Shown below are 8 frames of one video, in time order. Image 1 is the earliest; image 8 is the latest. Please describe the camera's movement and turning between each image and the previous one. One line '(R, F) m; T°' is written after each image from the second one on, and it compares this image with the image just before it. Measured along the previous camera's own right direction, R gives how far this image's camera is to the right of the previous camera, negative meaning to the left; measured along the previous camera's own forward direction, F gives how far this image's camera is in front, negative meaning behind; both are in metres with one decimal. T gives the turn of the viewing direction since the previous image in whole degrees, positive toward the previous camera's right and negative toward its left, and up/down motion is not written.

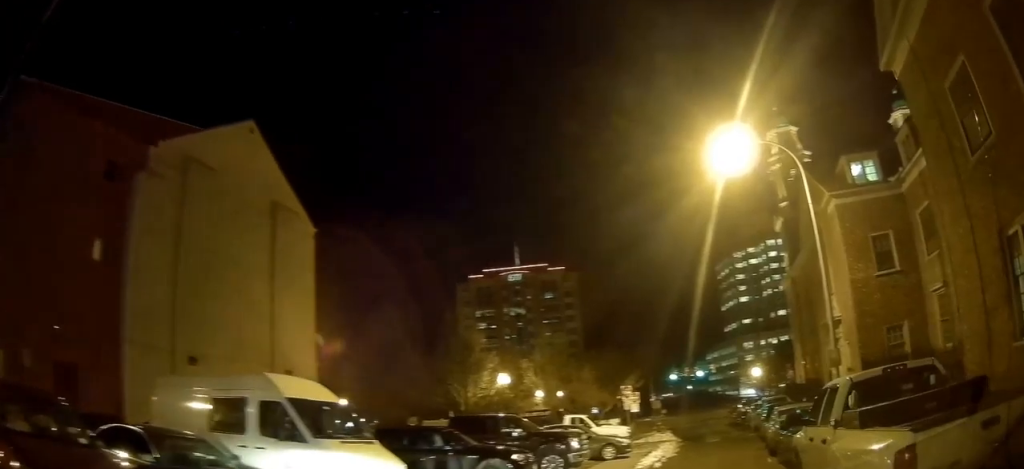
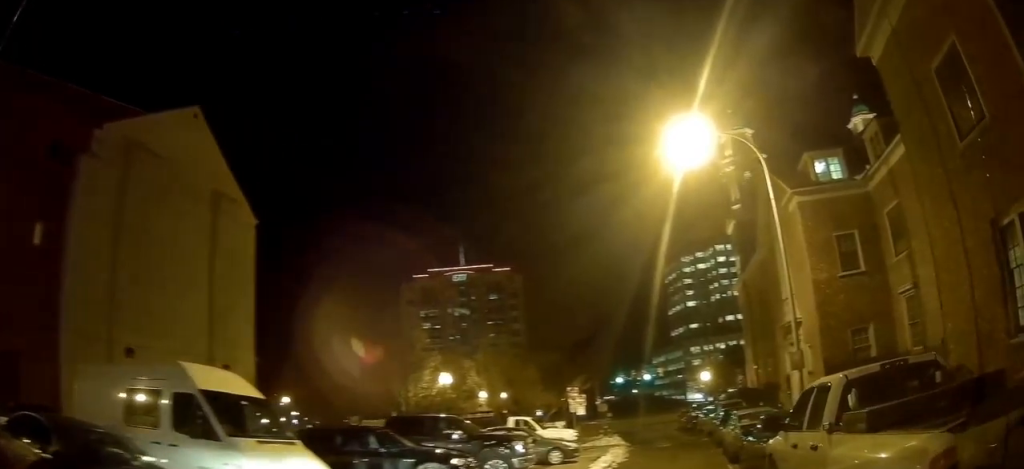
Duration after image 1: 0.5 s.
(+0.2, +1.2) m; +6°
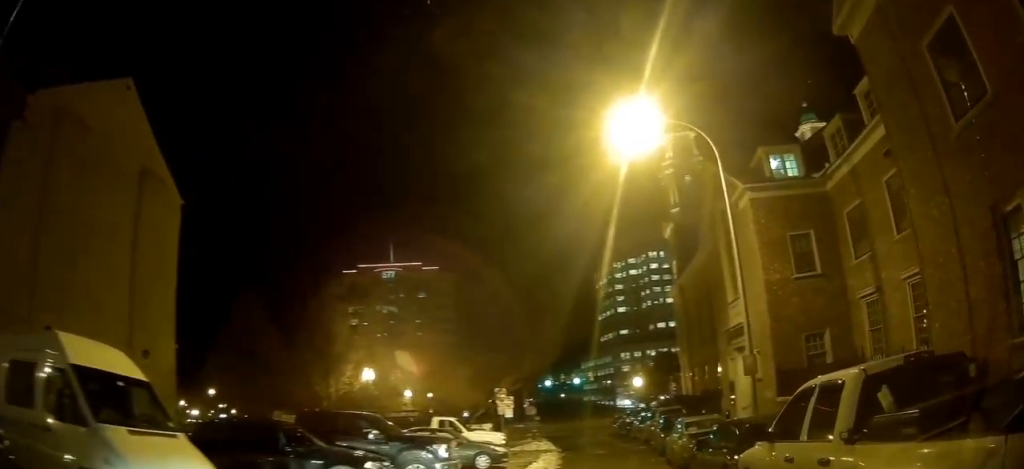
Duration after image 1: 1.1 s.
(+0.2, +1.6) m; +8°
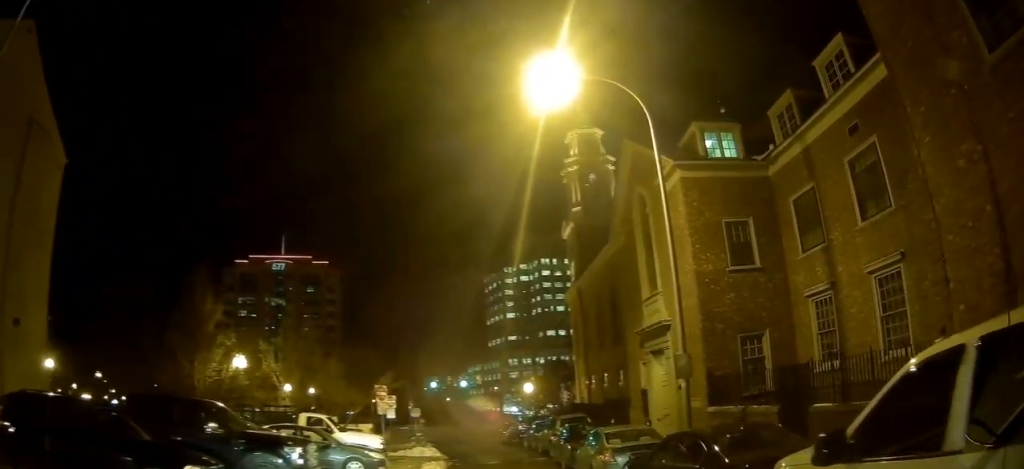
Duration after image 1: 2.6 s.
(+0.2, +2.8) m; +7°
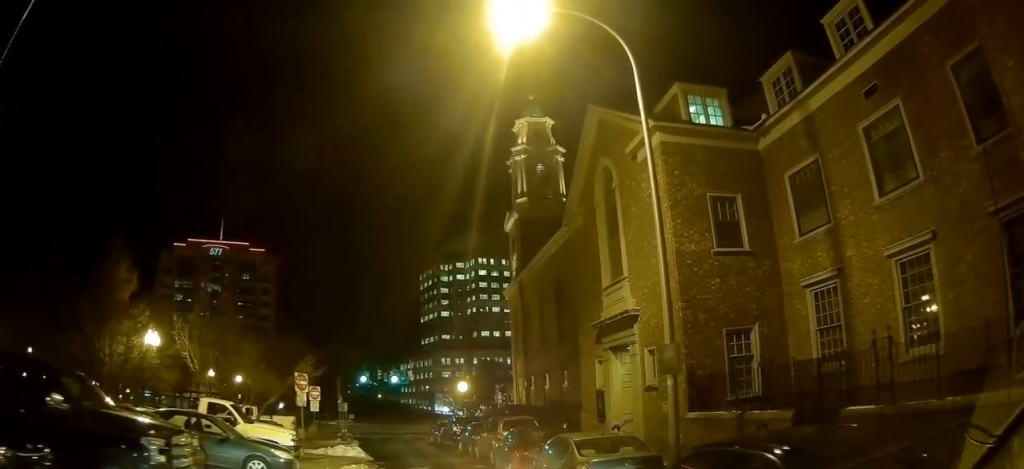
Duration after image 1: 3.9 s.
(-0.1, +2.8) m; +1°
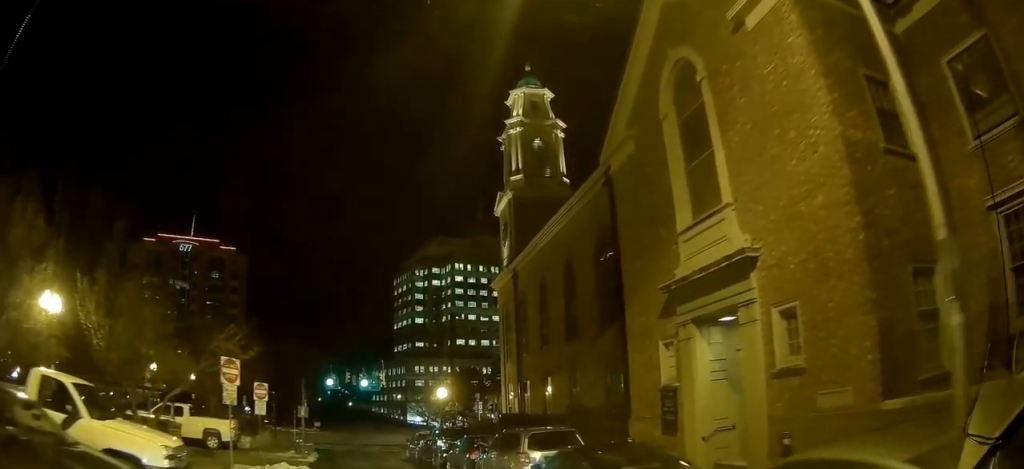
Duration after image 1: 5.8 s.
(+0.1, +6.0) m; -1°
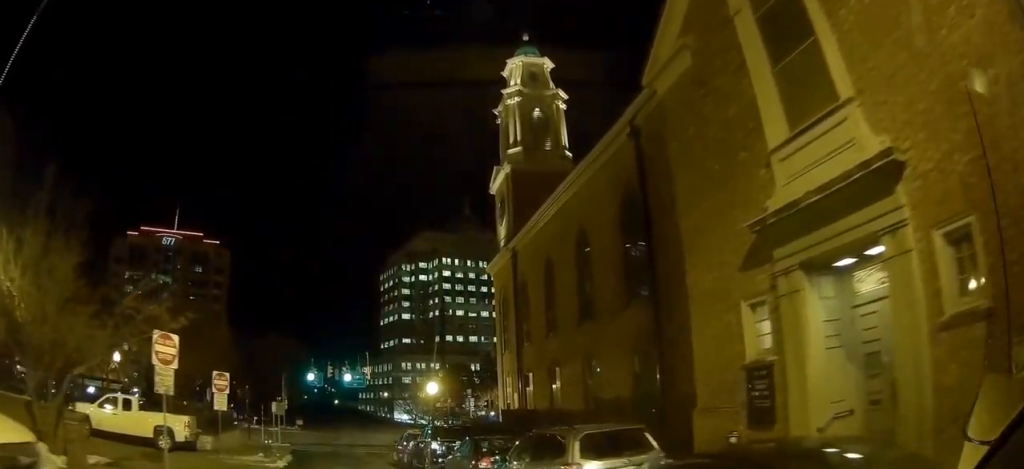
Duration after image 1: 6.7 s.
(0.0, +3.6) m; +3°
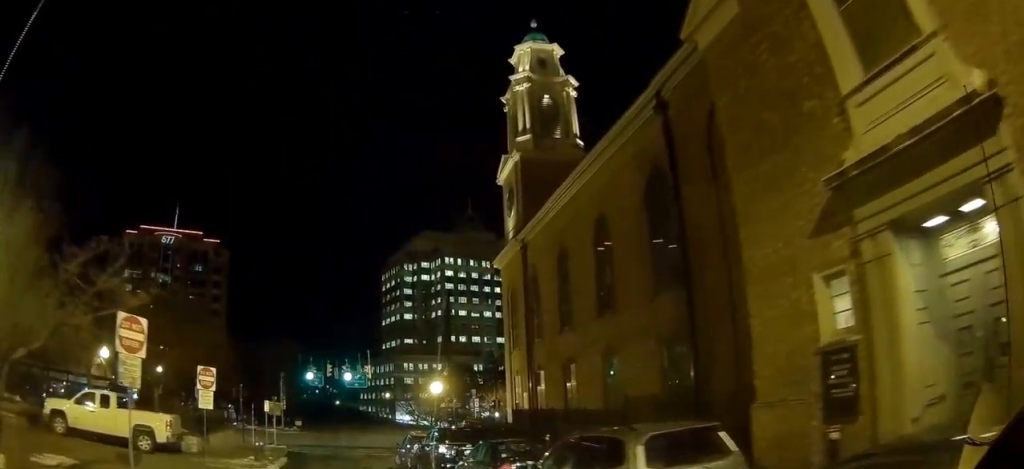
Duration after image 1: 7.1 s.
(0.0, +1.7) m; +2°
